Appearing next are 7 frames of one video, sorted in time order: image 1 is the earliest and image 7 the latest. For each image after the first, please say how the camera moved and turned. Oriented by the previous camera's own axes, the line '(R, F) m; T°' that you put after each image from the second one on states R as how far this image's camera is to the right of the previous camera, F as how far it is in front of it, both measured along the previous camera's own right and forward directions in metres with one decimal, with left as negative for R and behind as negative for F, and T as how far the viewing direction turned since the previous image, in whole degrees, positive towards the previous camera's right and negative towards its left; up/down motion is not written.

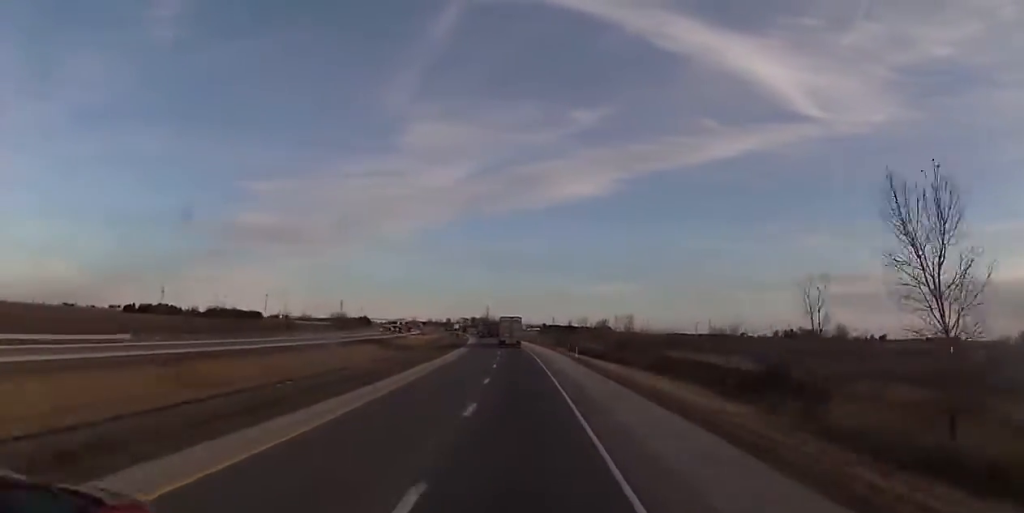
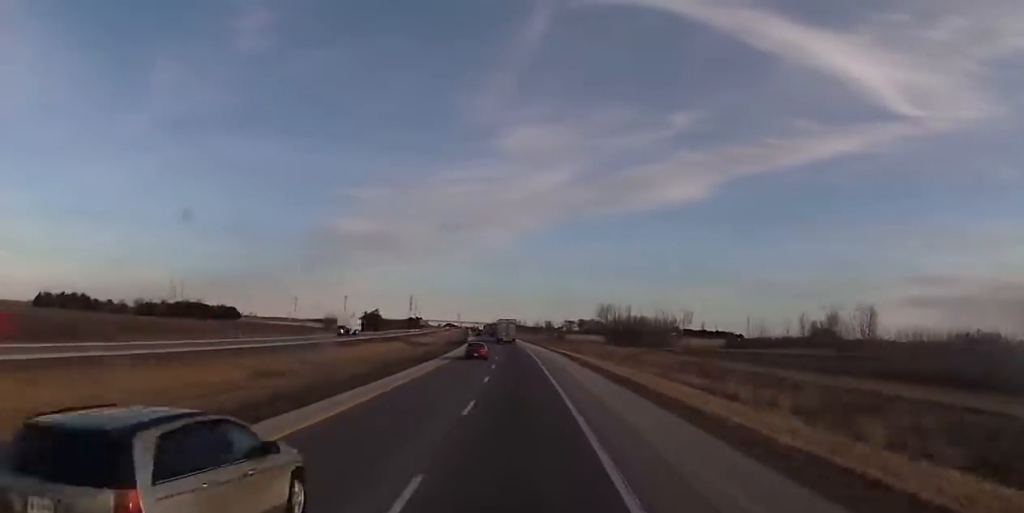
(-23.1, +277.4) m; -9°
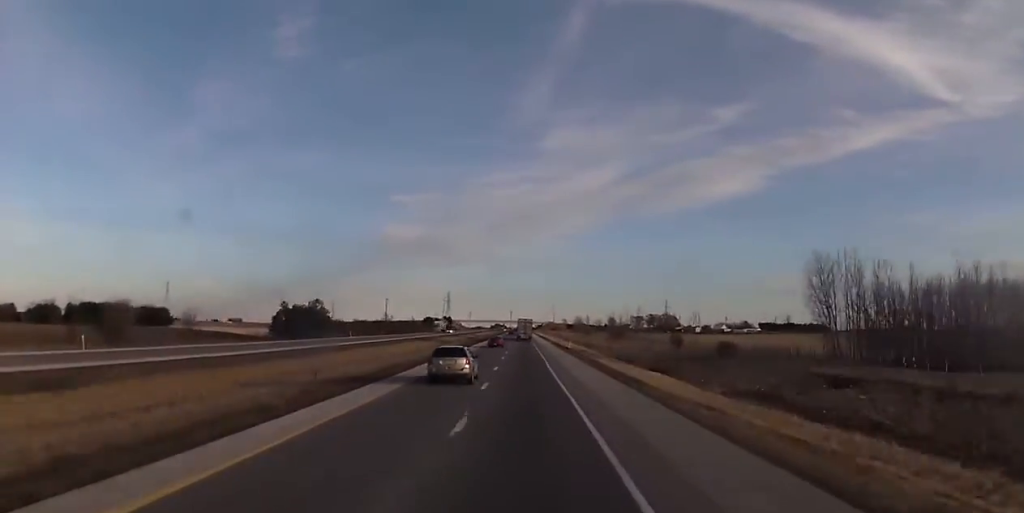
(-5.0, +153.1) m; -3°
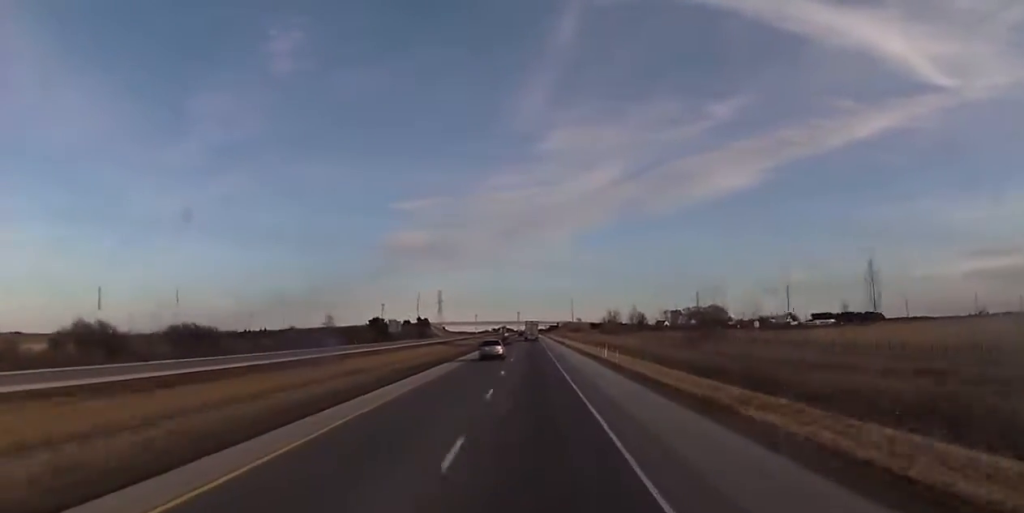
(-1.6, +149.0) m; -1°
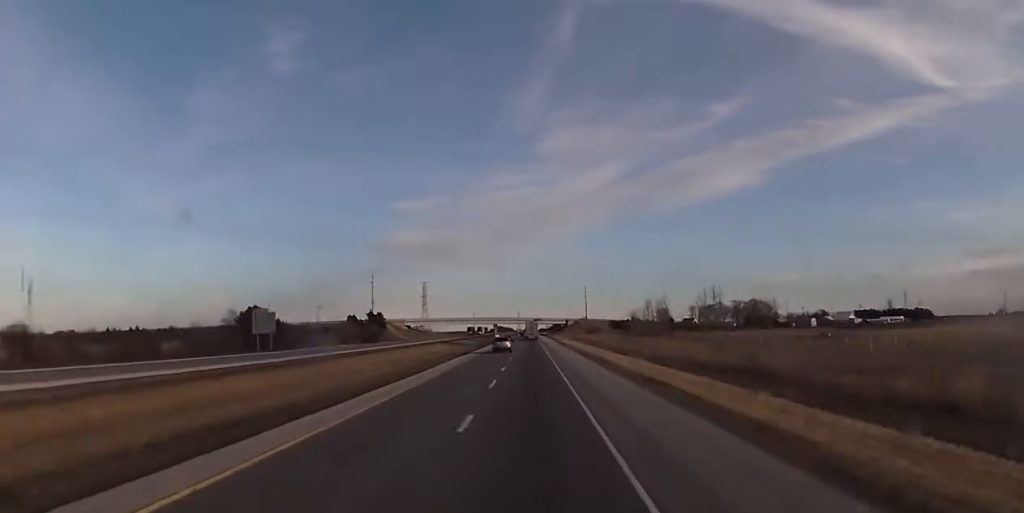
(-0.1, +101.1) m; 0°
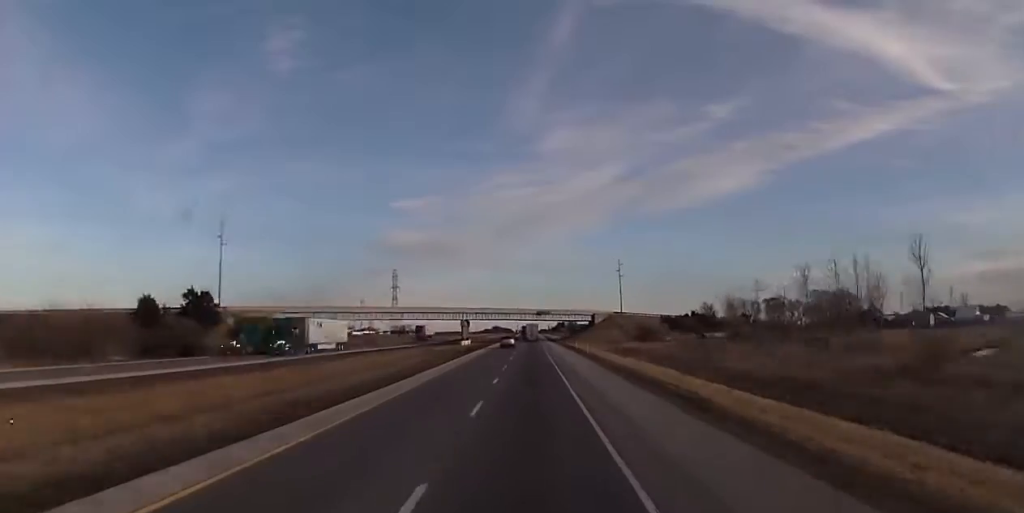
(+0.1, +129.1) m; 0°
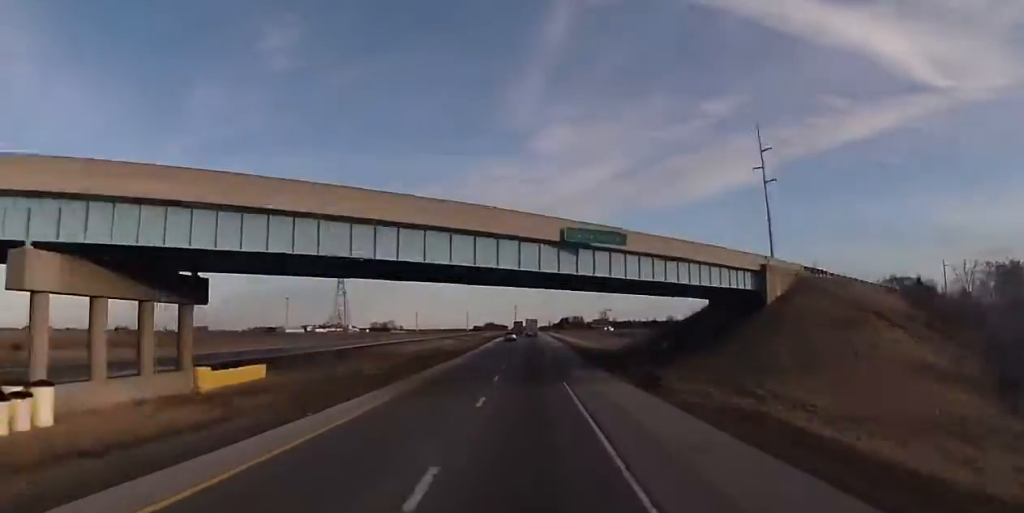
(+0.4, +132.4) m; 0°
